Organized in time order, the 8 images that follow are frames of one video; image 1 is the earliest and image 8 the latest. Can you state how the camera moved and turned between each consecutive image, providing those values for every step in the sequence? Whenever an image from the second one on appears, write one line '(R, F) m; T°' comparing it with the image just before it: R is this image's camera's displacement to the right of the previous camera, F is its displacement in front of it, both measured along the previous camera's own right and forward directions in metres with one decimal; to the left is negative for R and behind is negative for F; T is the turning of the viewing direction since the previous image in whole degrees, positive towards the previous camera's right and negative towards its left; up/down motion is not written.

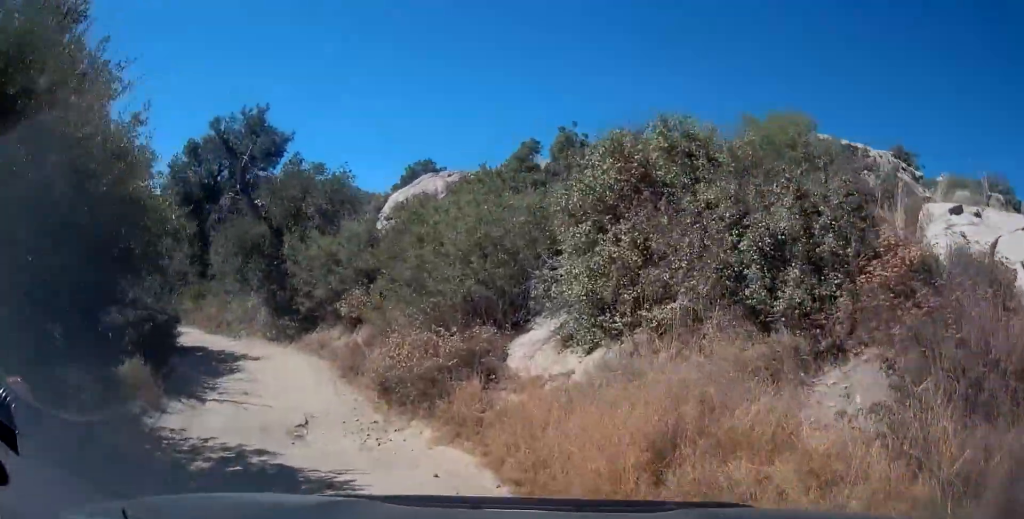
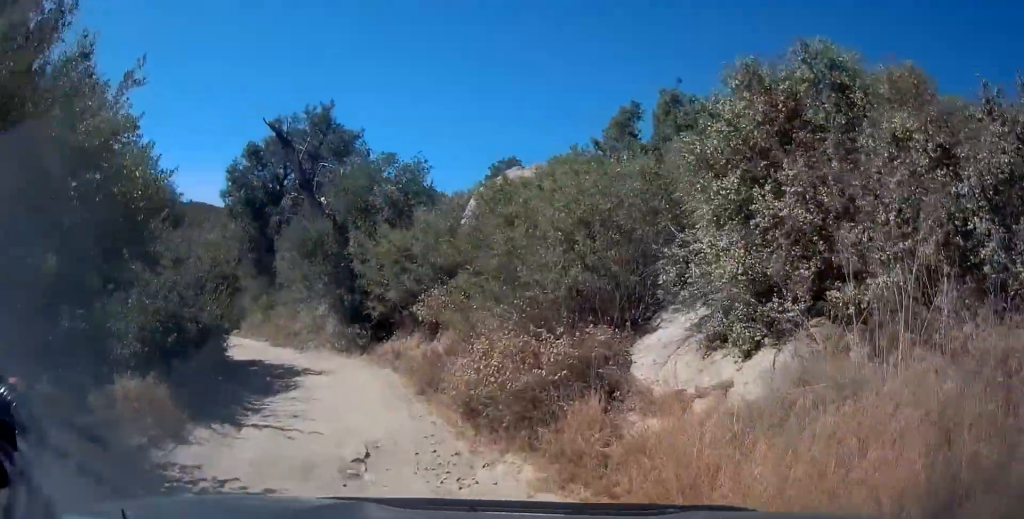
(-0.1, +2.0) m; -6°
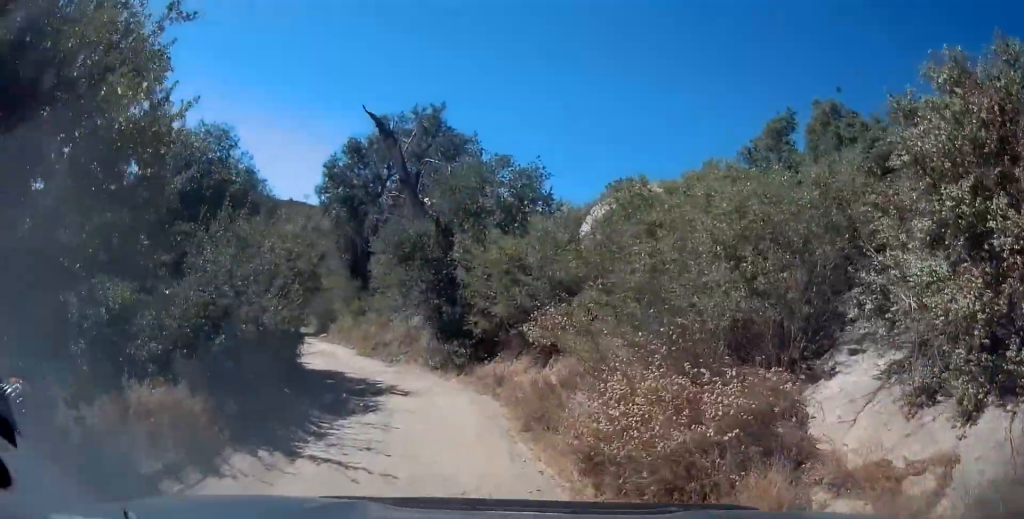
(+0.1, +1.9) m; -6°
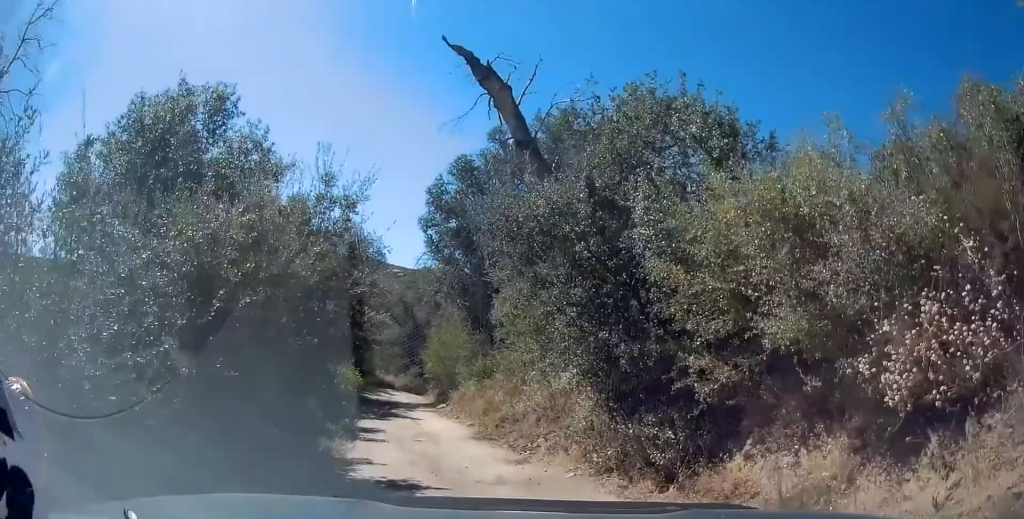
(-2.0, +7.0) m; -24°
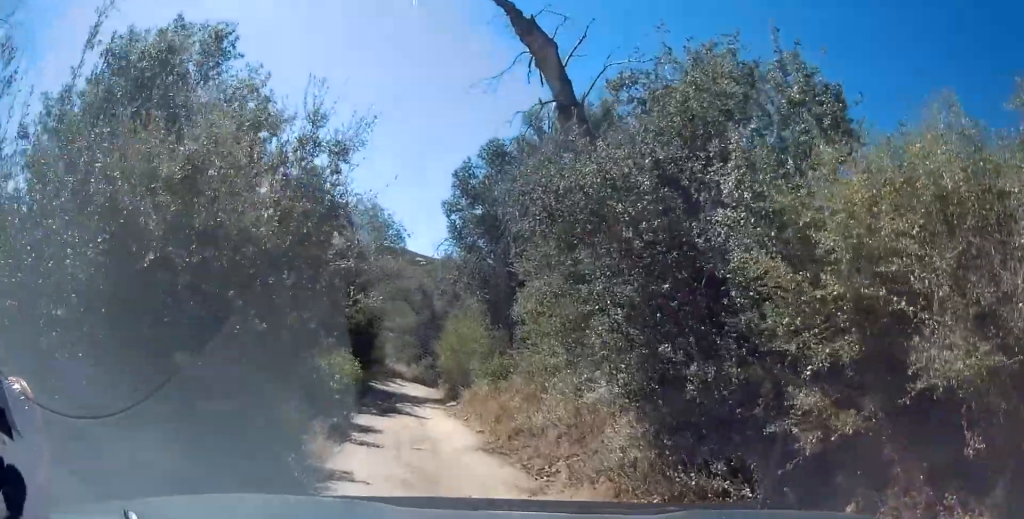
(0.0, +1.6) m; -2°
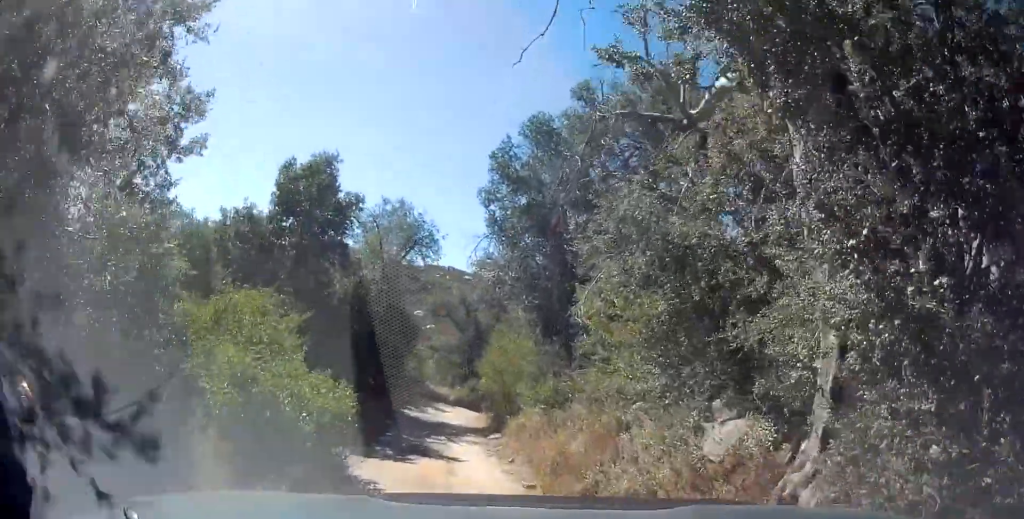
(-0.2, +3.9) m; -3°
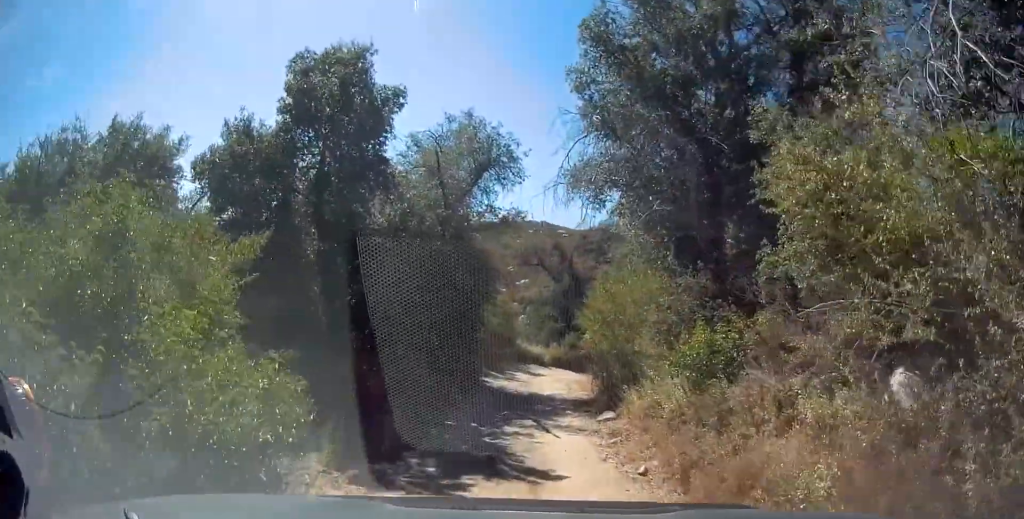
(-0.2, +5.4) m; -9°
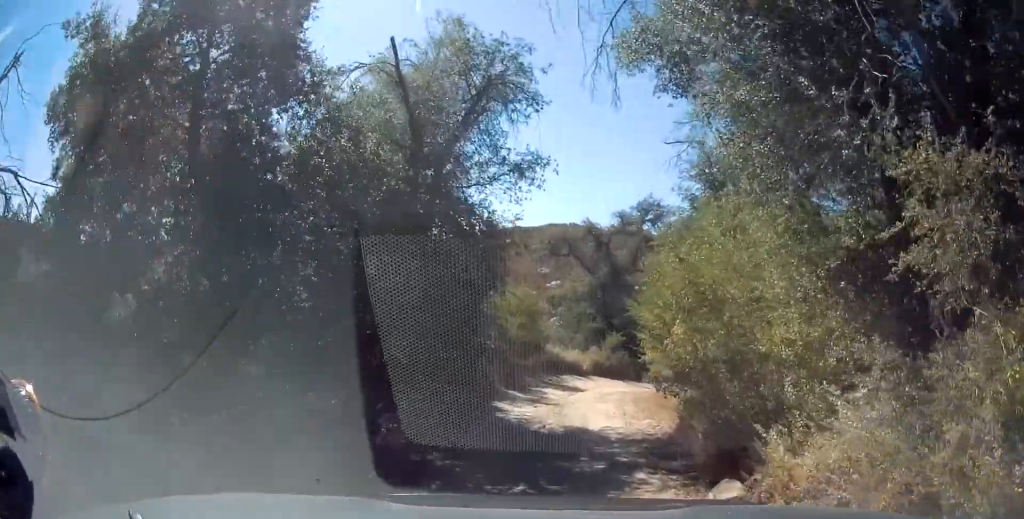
(-0.5, +6.2) m; -4°
